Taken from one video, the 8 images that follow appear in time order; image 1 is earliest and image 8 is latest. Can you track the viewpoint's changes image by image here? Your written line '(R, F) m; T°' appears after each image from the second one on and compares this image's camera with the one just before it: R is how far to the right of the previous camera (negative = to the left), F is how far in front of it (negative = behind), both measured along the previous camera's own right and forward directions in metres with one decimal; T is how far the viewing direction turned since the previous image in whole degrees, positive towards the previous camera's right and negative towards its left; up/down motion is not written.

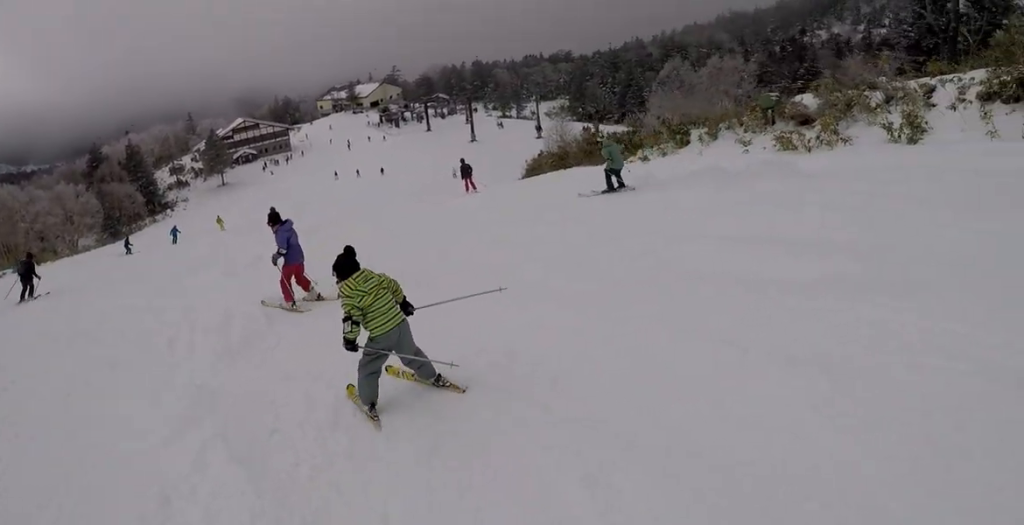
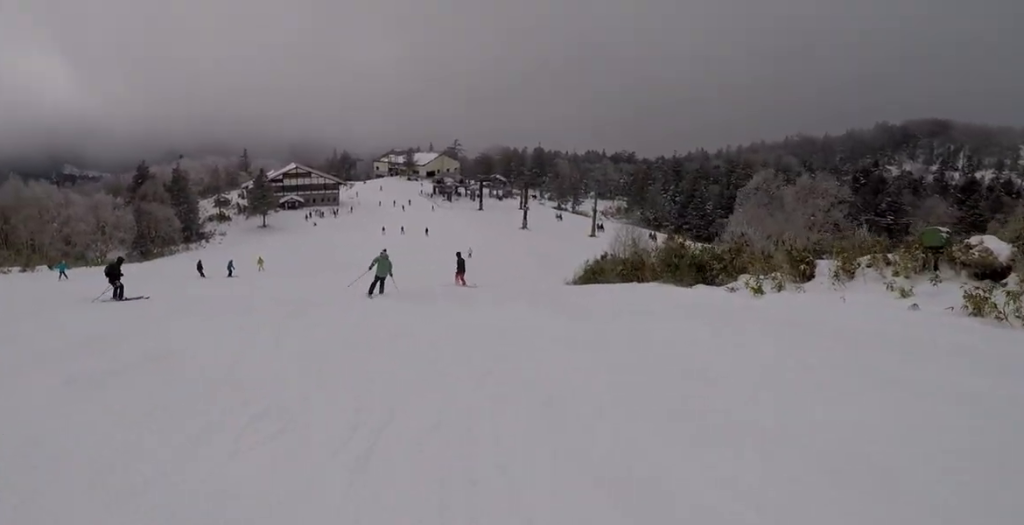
(+0.3, +6.7) m; -9°
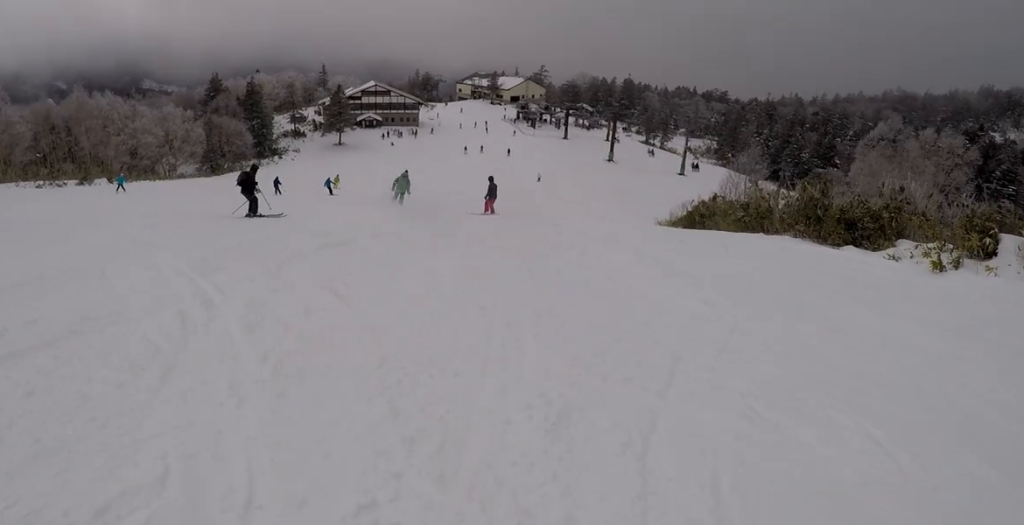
(-0.5, +3.8) m; -5°
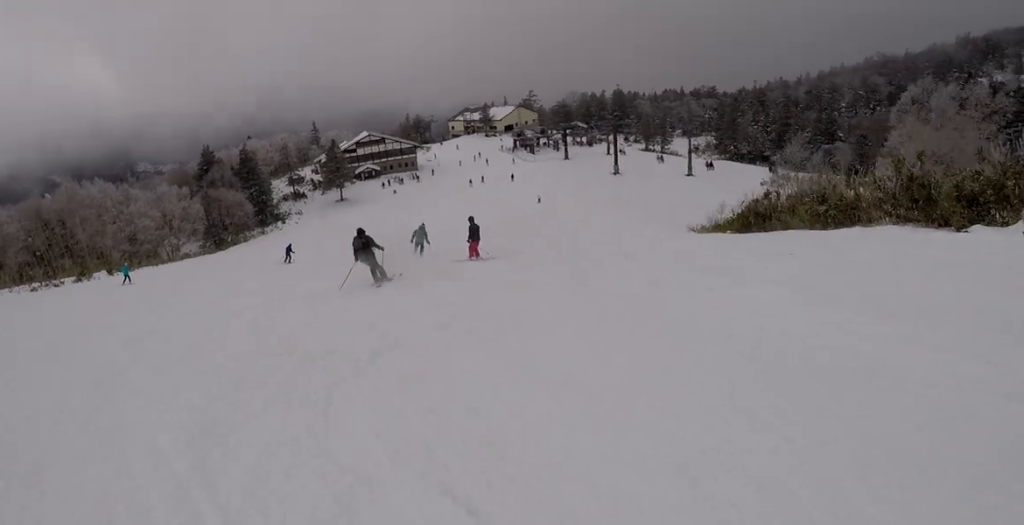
(-0.5, +3.6) m; +1°
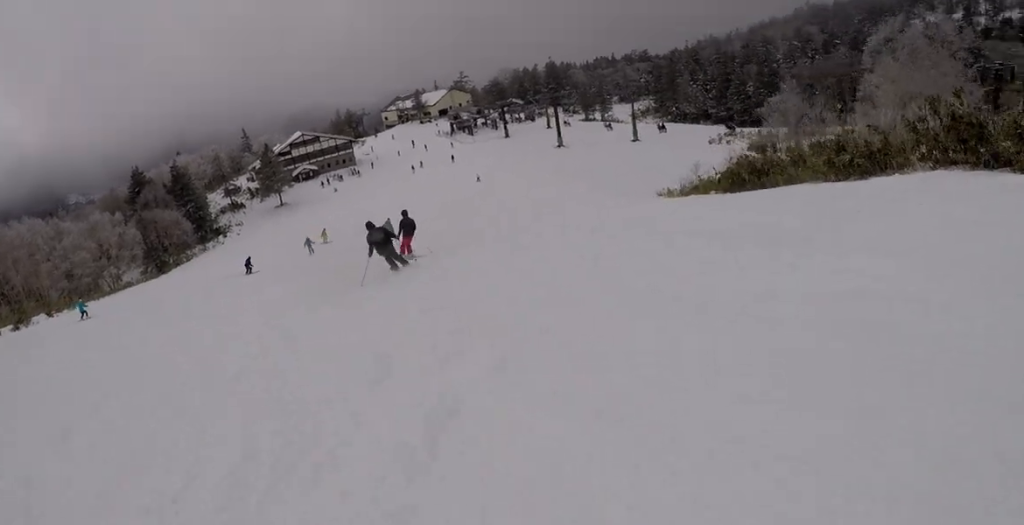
(+0.4, +3.0) m; +13°
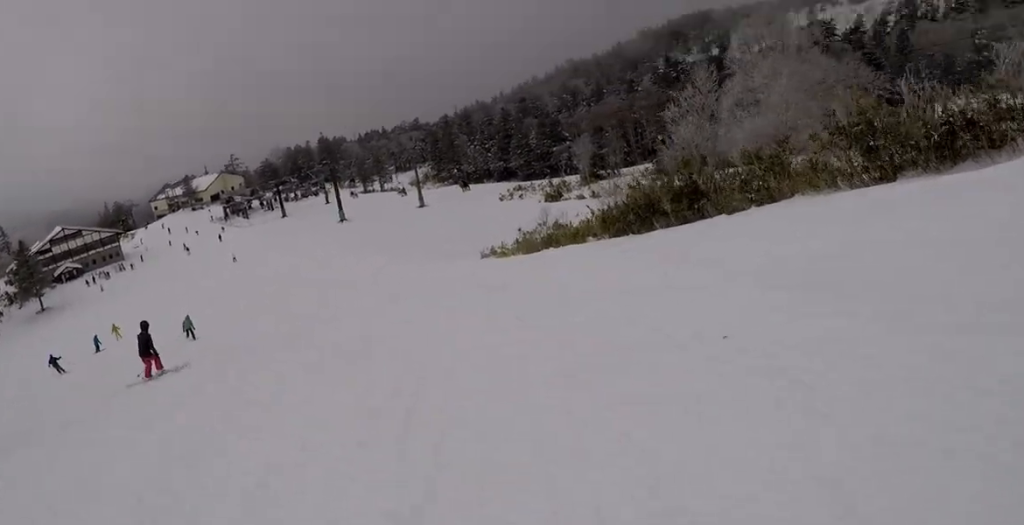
(+3.0, +8.9) m; +21°
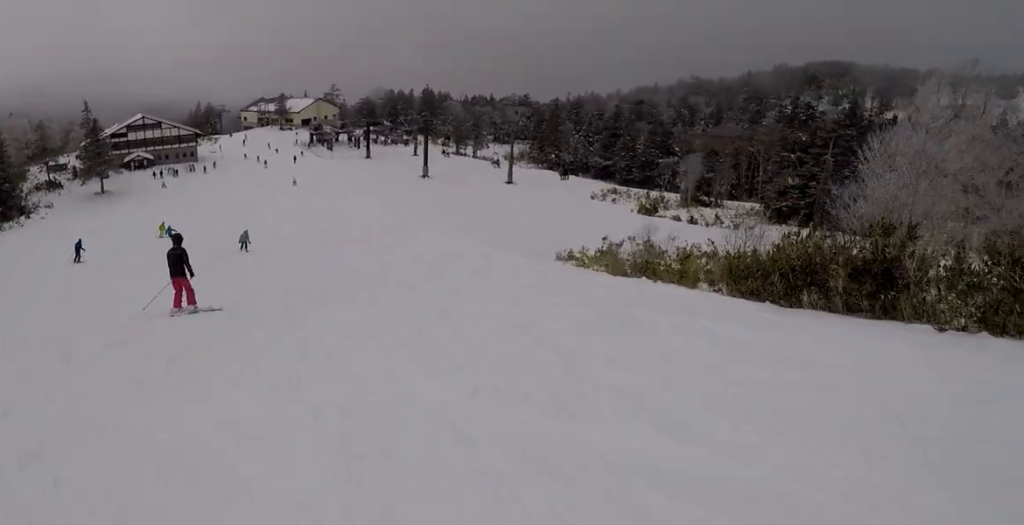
(-0.7, +5.9) m; 0°
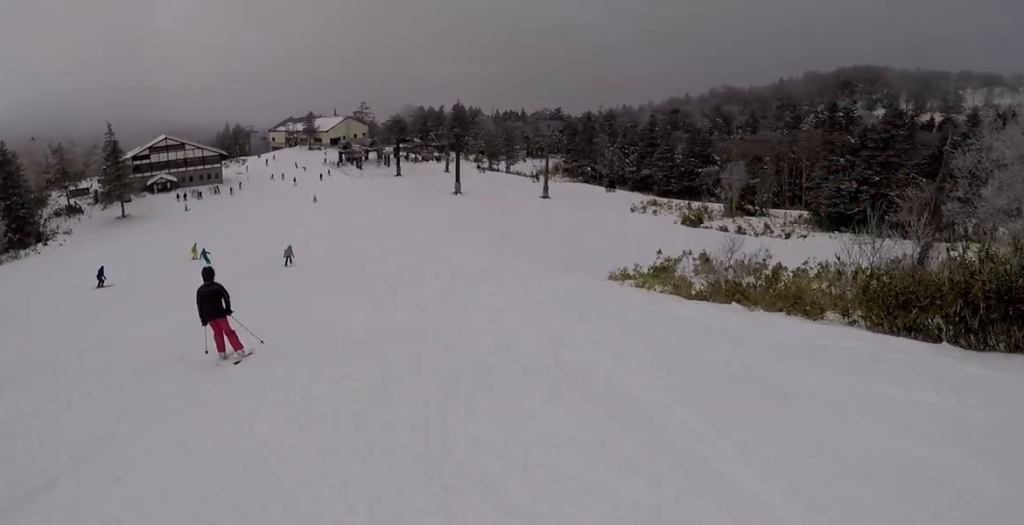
(+0.3, +4.8) m; -3°
